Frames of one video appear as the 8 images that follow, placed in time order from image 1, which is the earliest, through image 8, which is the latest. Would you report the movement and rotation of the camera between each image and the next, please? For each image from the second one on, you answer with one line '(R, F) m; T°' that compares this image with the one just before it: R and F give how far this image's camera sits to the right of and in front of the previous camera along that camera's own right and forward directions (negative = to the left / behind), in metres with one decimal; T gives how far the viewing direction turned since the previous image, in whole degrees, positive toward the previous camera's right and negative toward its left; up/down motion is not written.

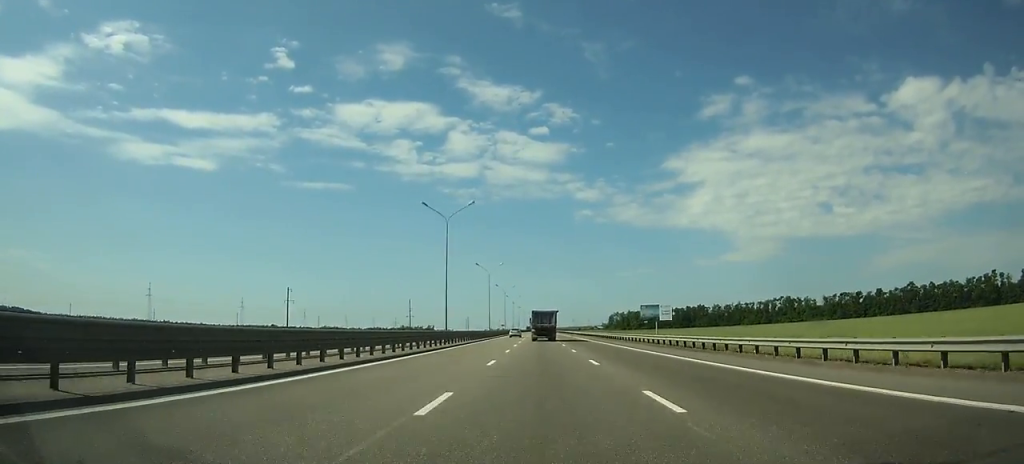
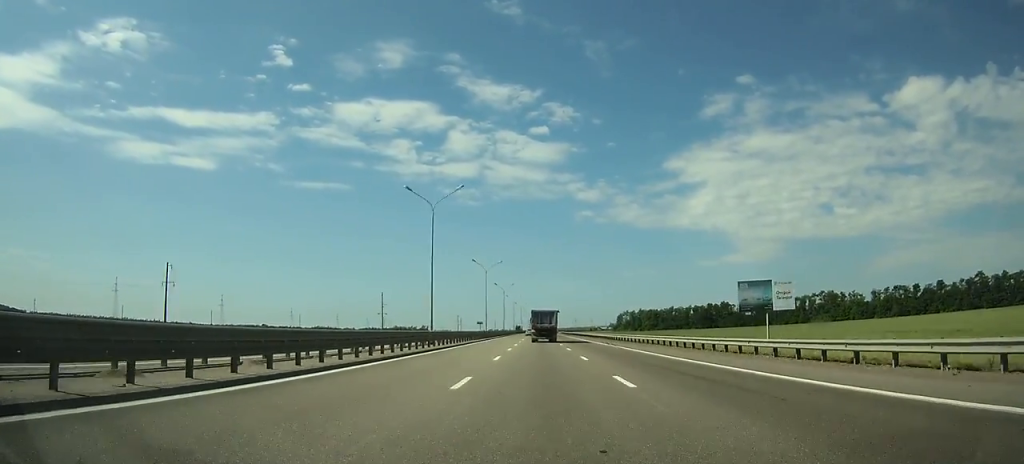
(0.0, +57.7) m; 0°
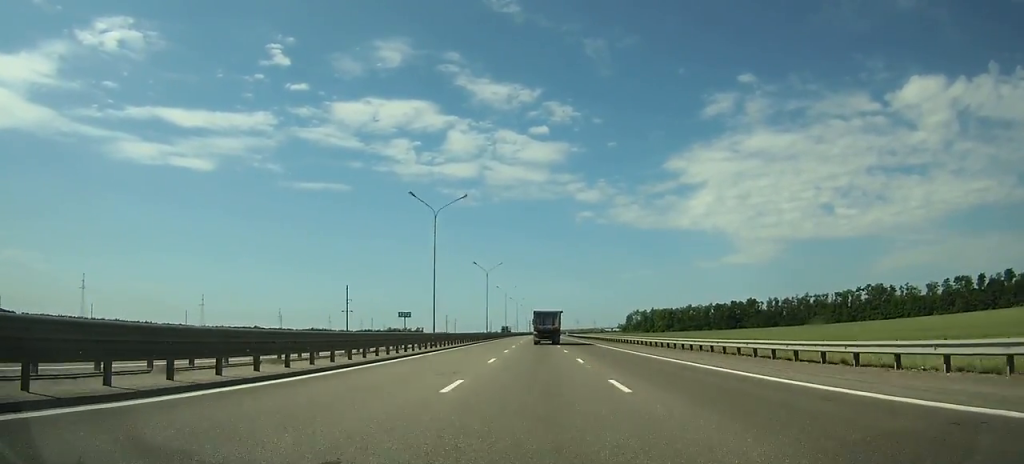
(+0.1, +49.7) m; 0°
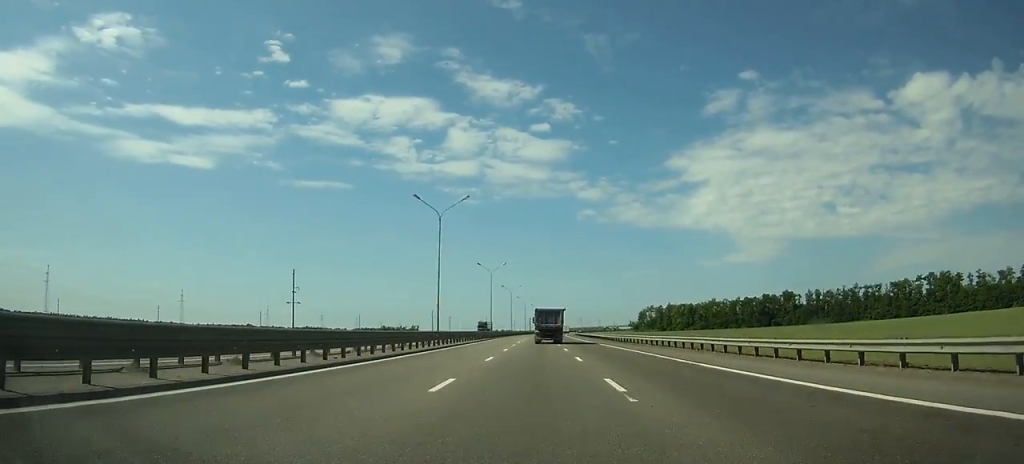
(+0.1, +48.5) m; 0°
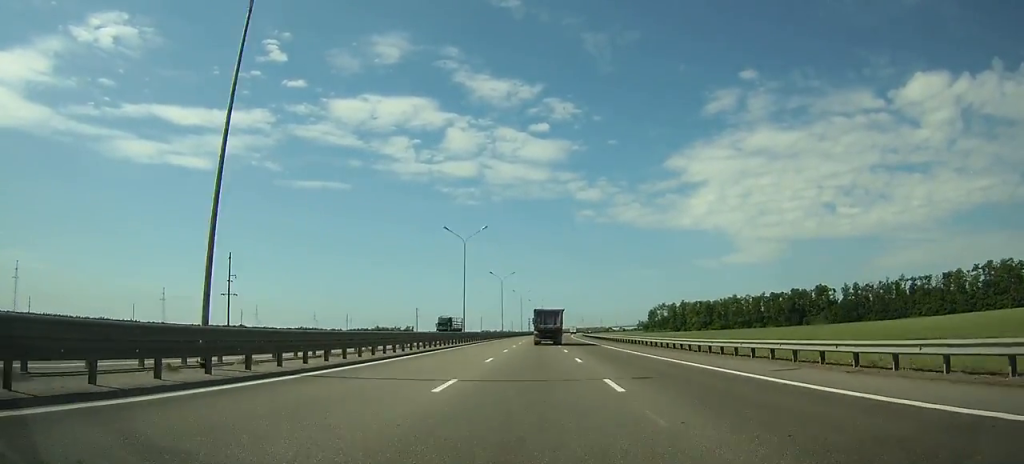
(-0.1, +36.1) m; 0°
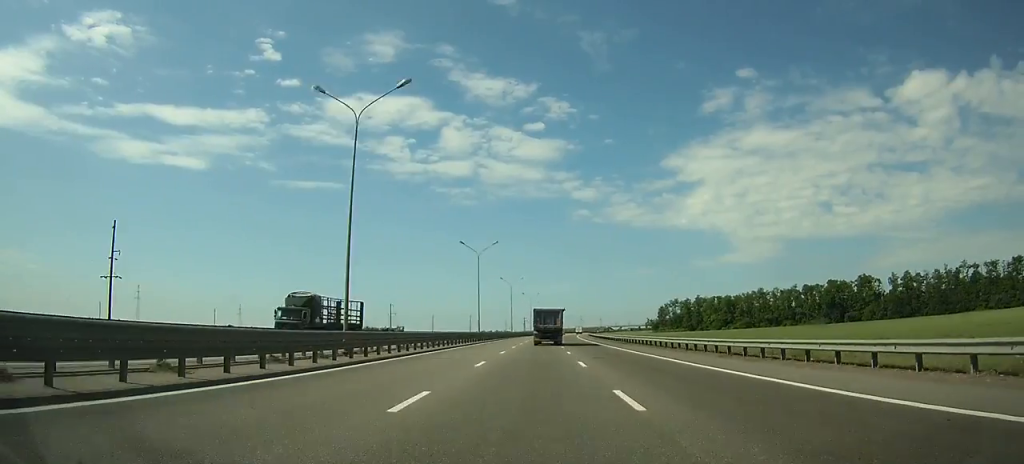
(+0.2, +37.3) m; +1°
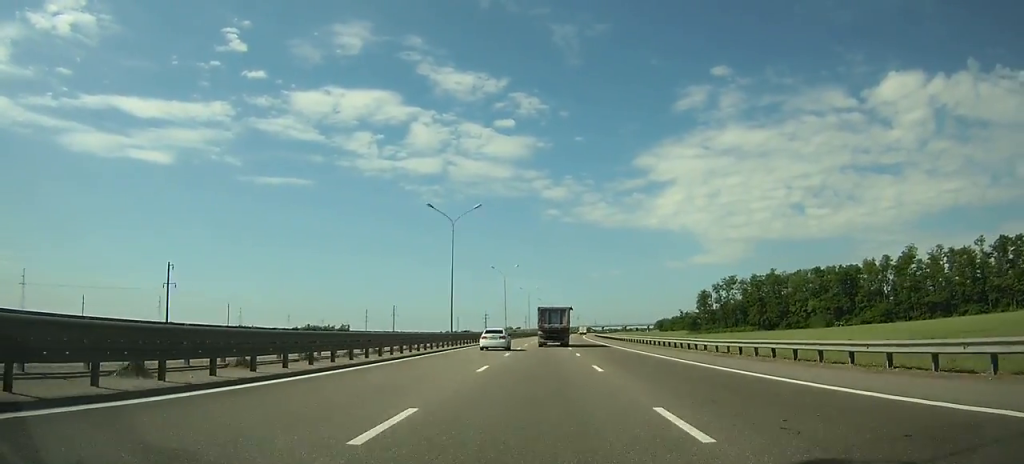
(+2.1, +119.4) m; +3°
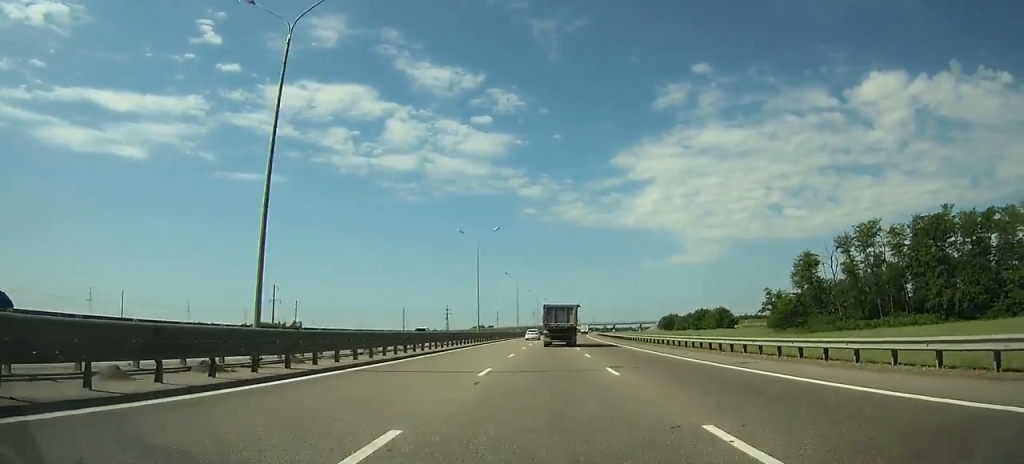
(+1.9, +88.3) m; +3°
